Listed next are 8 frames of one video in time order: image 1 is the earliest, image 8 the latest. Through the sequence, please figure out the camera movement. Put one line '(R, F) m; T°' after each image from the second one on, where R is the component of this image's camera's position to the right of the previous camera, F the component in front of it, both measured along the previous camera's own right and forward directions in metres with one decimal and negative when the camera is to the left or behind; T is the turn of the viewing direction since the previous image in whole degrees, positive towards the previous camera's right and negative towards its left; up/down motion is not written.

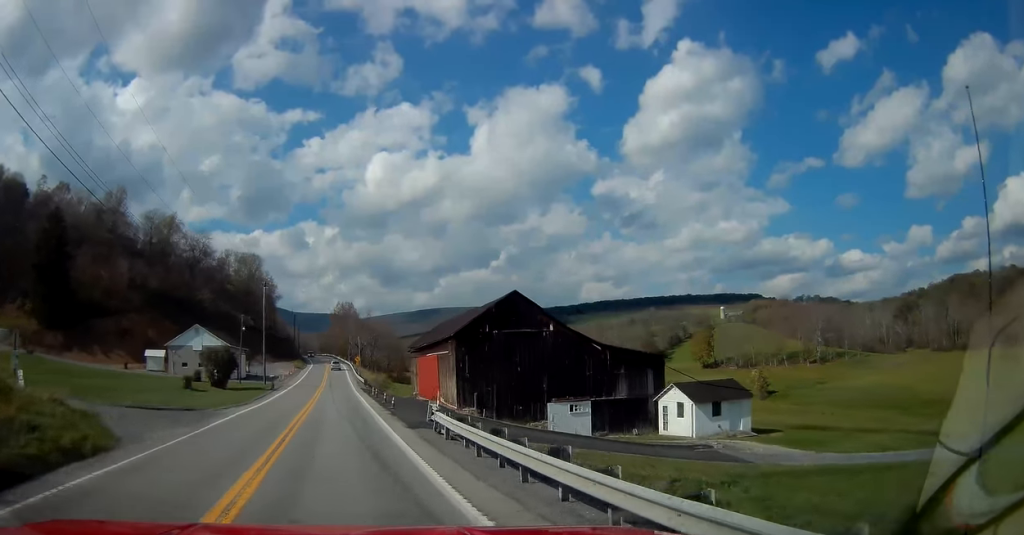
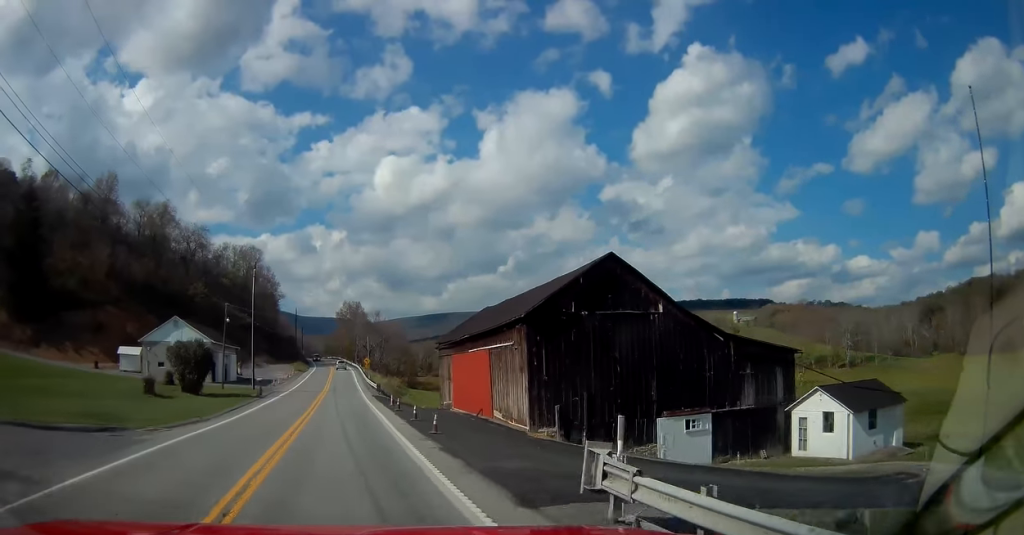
(0.0, +13.0) m; 0°
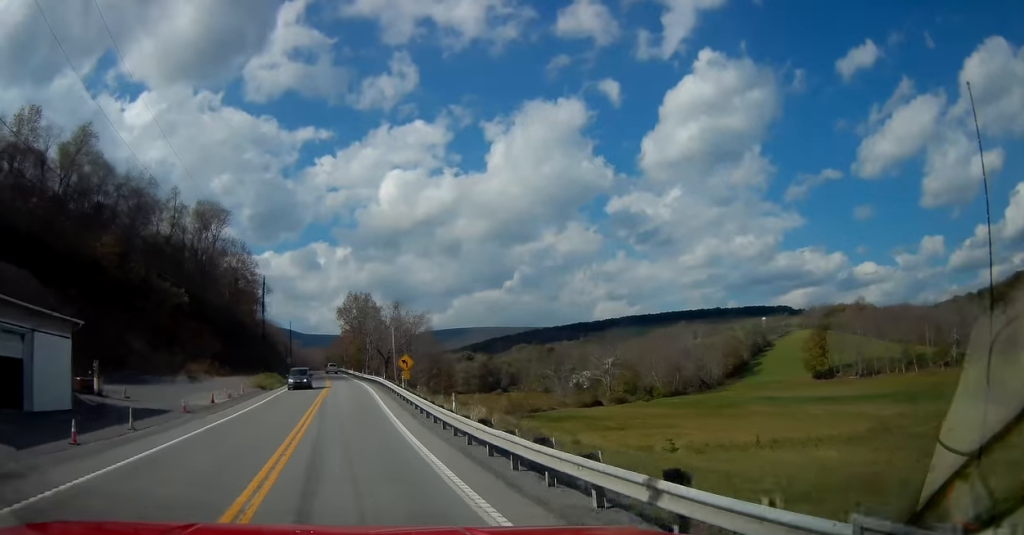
(-0.1, +50.2) m; 0°
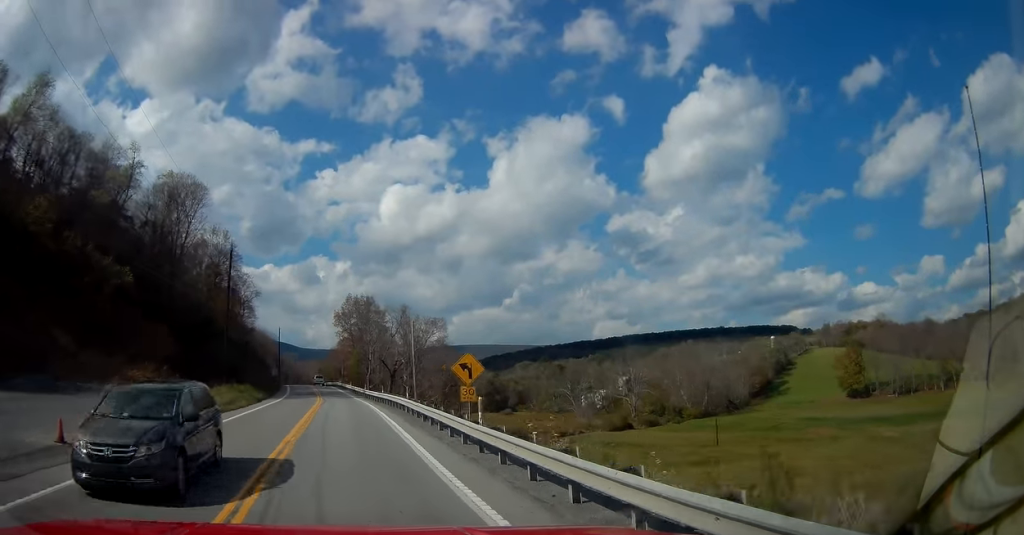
(+0.1, +18.6) m; 0°
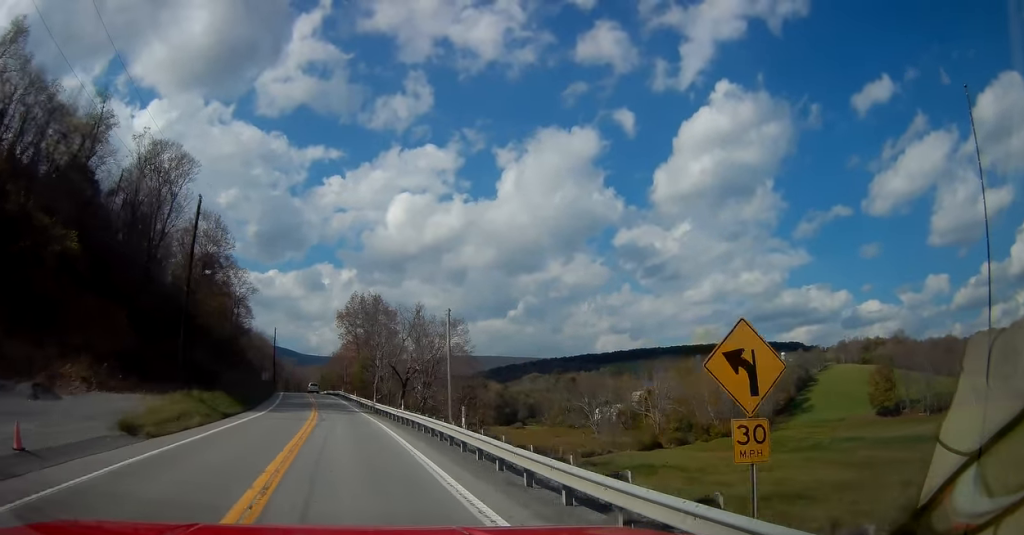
(-0.1, +12.8) m; -1°
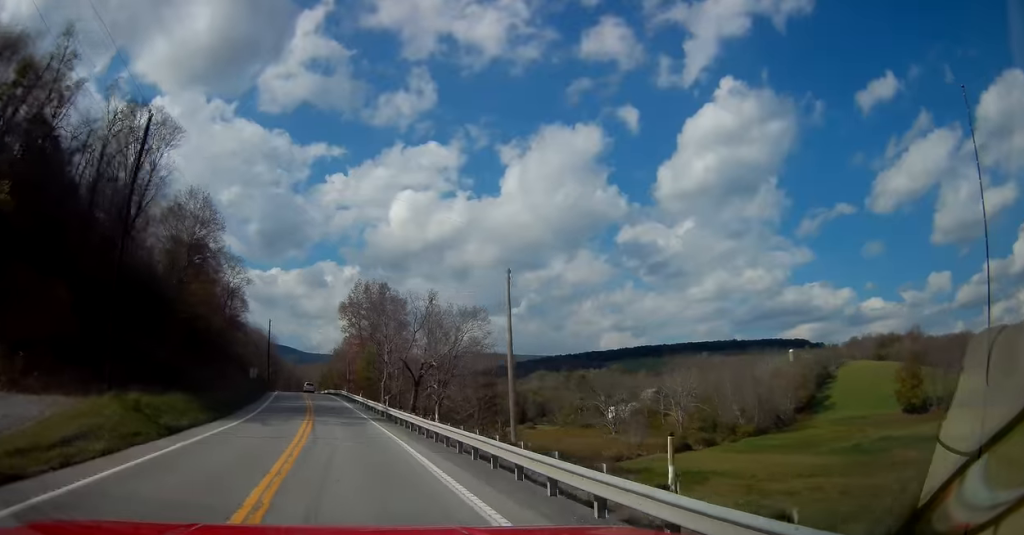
(0.0, +10.5) m; 0°
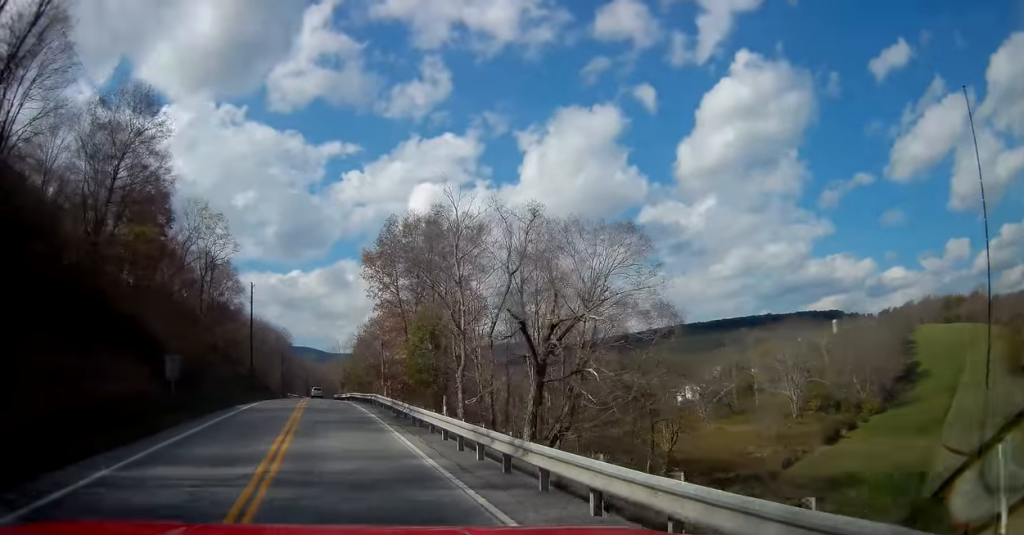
(-0.3, +34.0) m; -2°
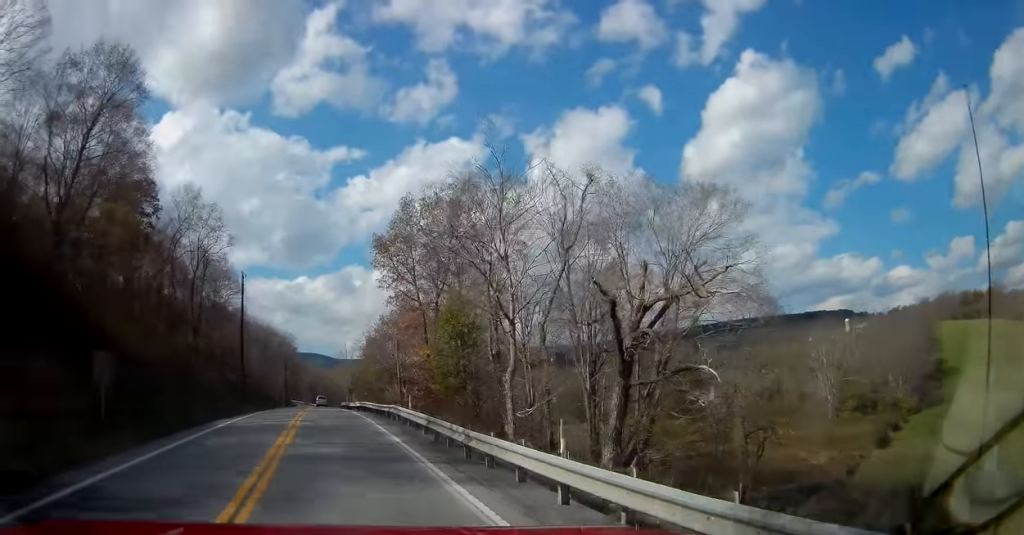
(-0.2, +8.5) m; -1°
